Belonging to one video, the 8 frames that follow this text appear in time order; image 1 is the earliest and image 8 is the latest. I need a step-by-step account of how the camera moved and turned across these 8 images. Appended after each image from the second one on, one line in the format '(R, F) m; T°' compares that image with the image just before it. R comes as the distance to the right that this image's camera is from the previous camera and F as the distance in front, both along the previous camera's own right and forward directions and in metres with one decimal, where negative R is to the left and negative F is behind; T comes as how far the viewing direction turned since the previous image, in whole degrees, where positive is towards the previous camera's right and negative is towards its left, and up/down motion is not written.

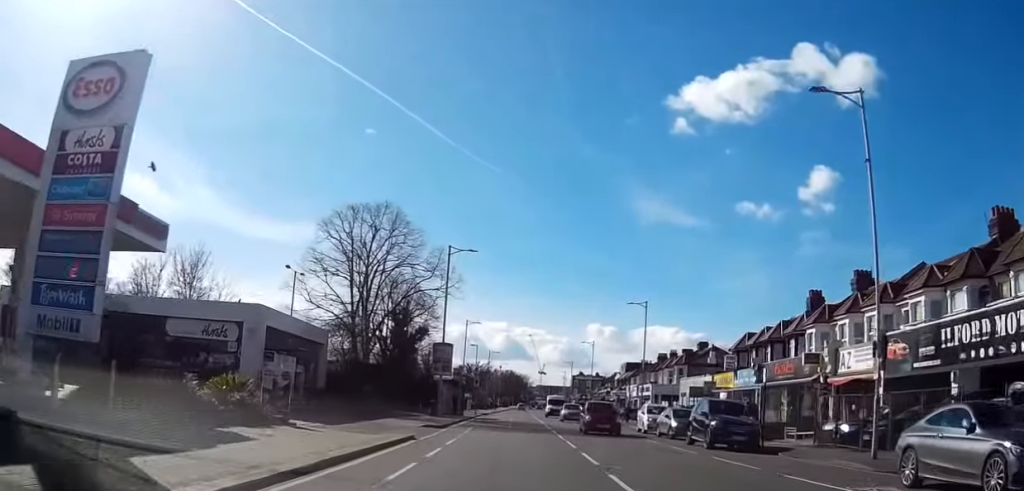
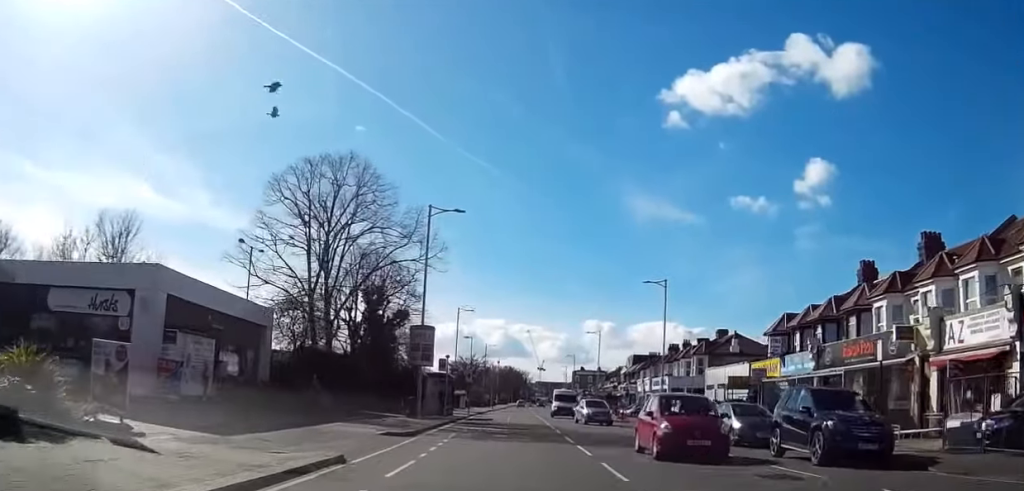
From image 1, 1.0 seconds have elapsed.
(0.0, +9.9) m; 0°
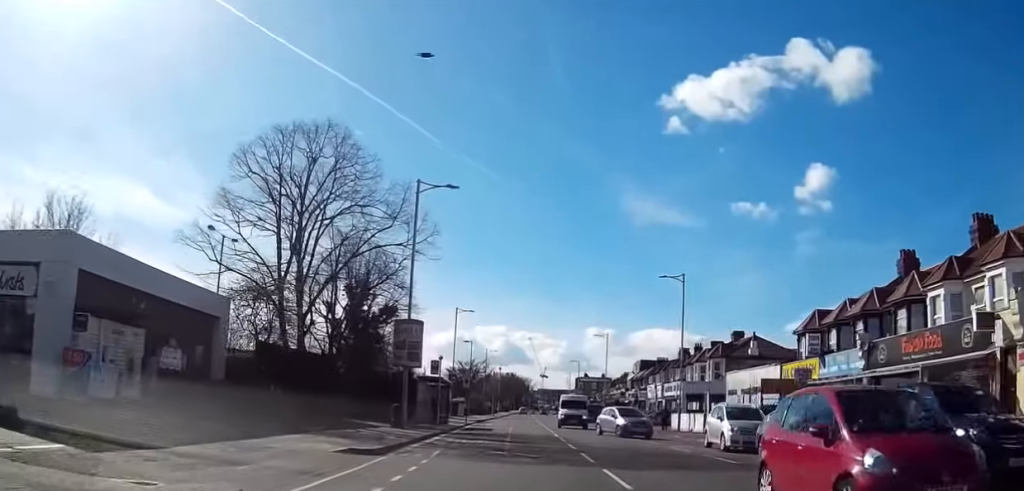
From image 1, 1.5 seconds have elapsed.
(0.0, +5.5) m; 0°
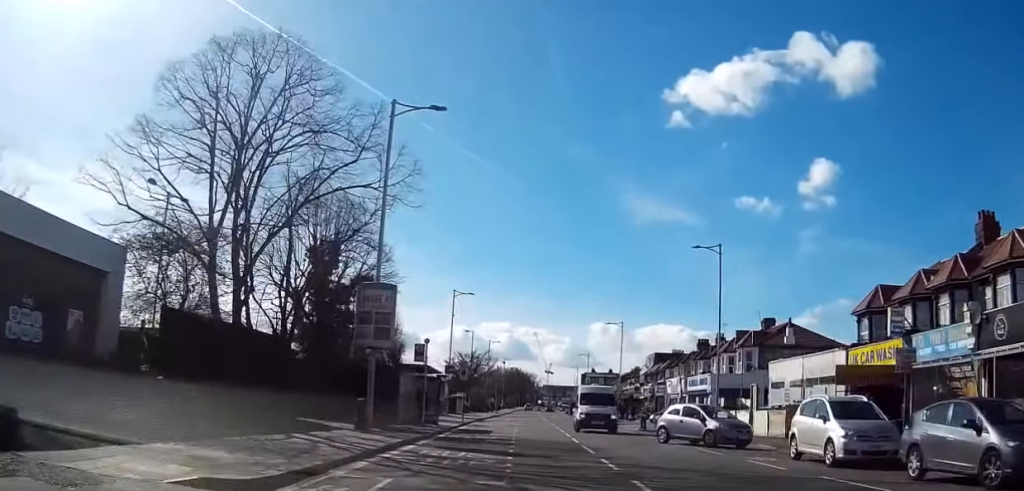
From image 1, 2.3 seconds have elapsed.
(0.0, +8.4) m; -1°
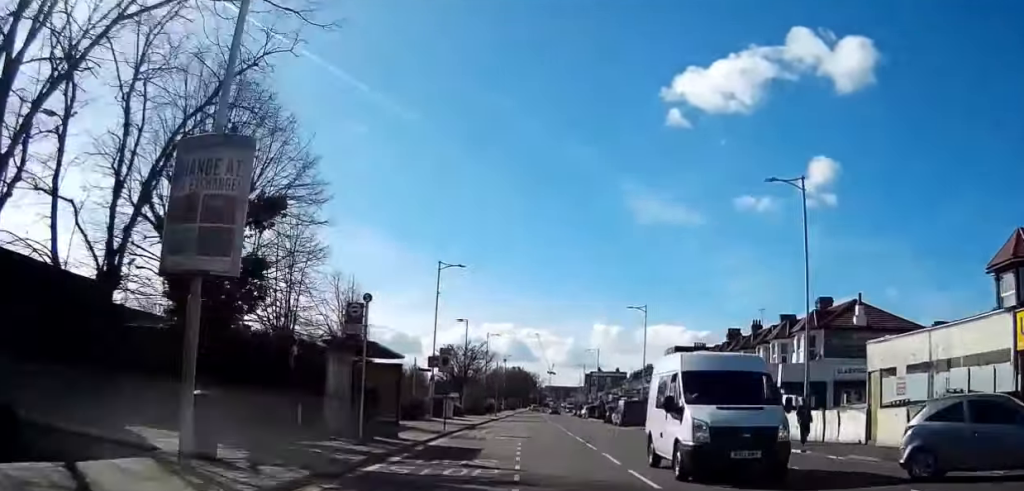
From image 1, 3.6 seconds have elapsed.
(-0.3, +14.2) m; -1°
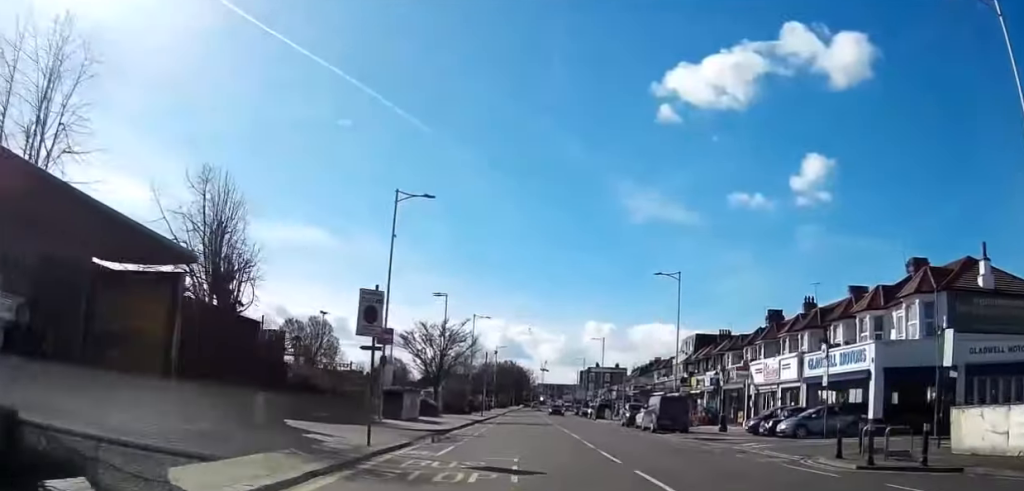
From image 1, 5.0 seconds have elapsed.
(0.0, +16.2) m; 0°
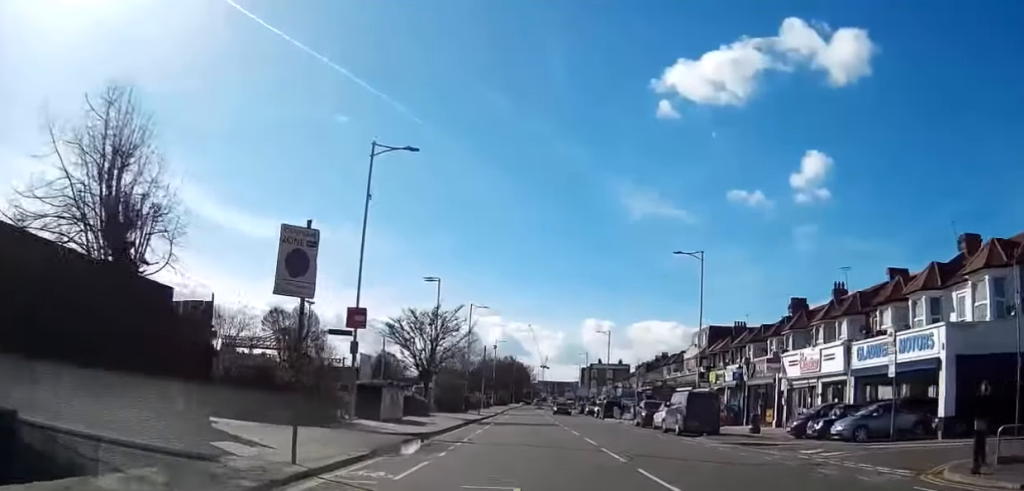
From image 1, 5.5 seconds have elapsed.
(0.0, +6.7) m; 0°
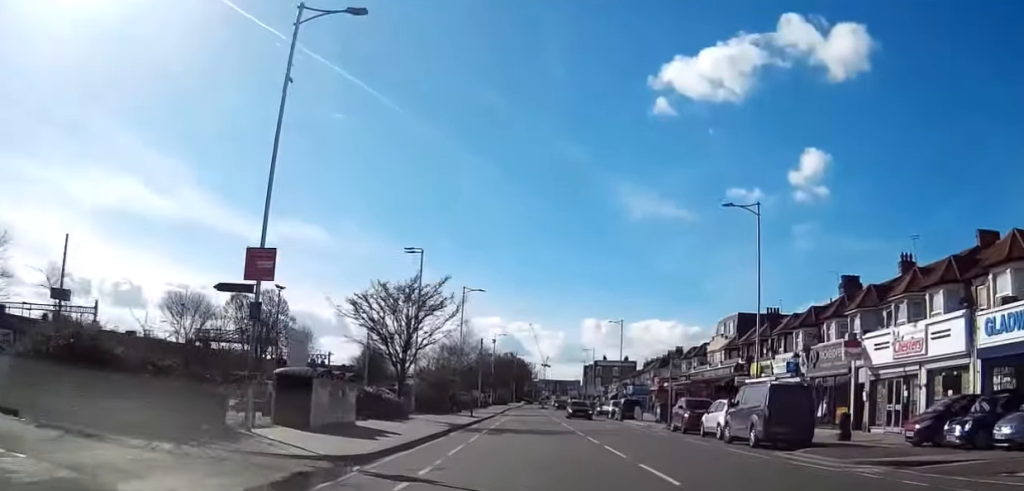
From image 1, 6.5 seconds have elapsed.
(0.0, +11.2) m; +1°
